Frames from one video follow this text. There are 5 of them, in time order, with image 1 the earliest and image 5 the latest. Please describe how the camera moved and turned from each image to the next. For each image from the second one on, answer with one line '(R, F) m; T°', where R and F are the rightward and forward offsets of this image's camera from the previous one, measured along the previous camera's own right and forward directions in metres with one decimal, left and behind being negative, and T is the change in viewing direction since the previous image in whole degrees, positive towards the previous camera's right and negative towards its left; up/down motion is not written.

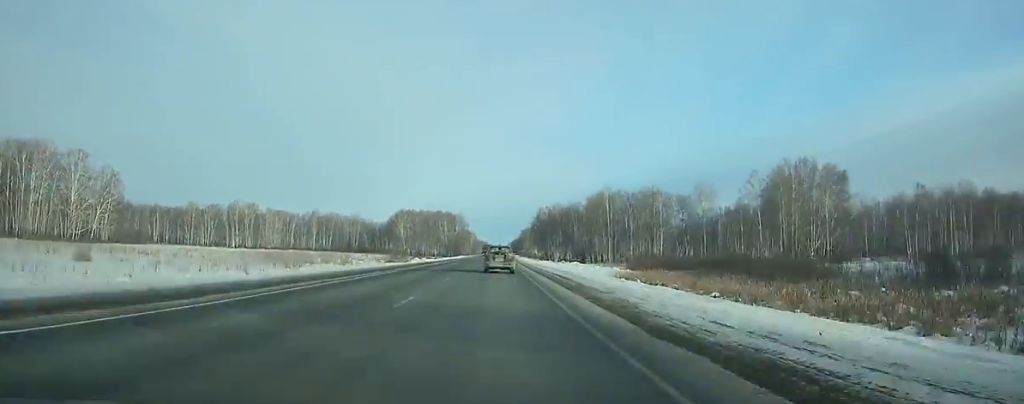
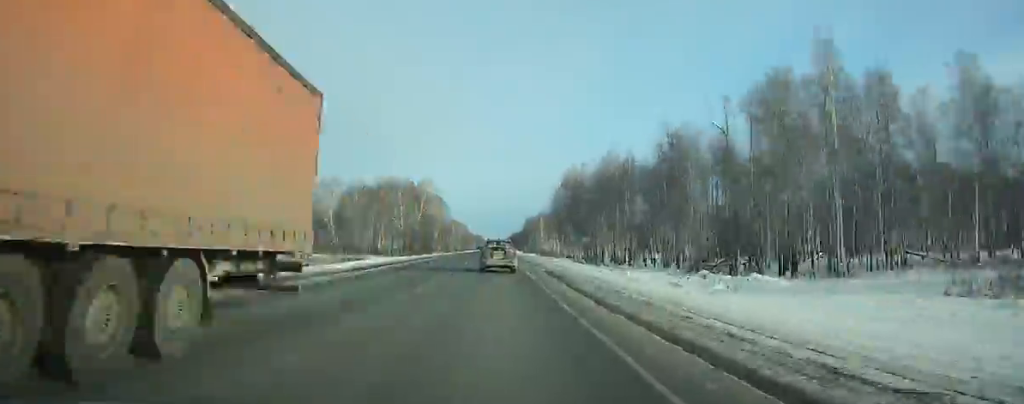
(-0.1, +125.0) m; 0°
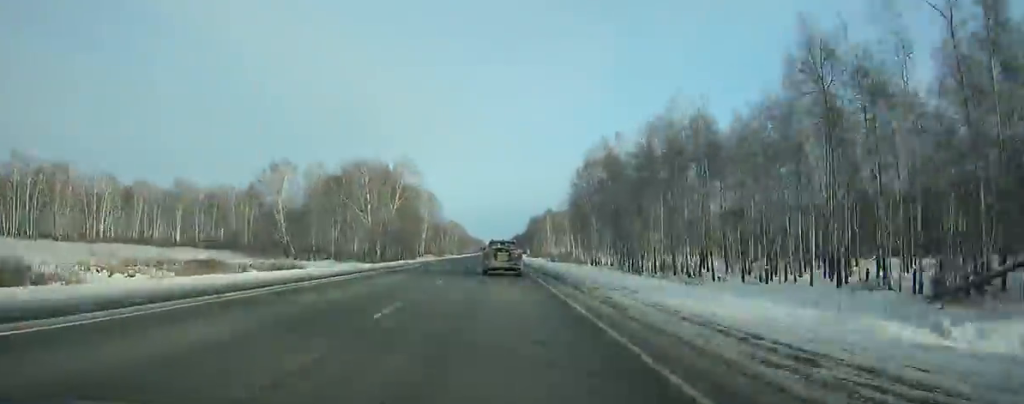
(0.0, +42.5) m; 0°
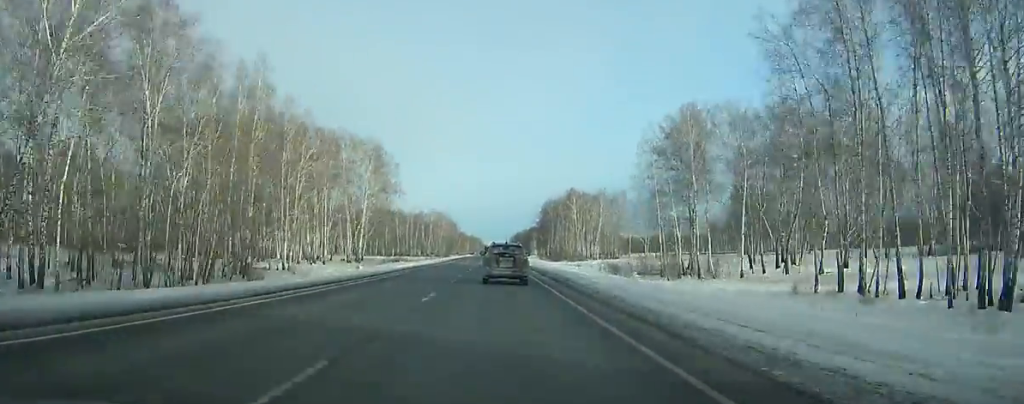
(+0.2, +101.2) m; 0°
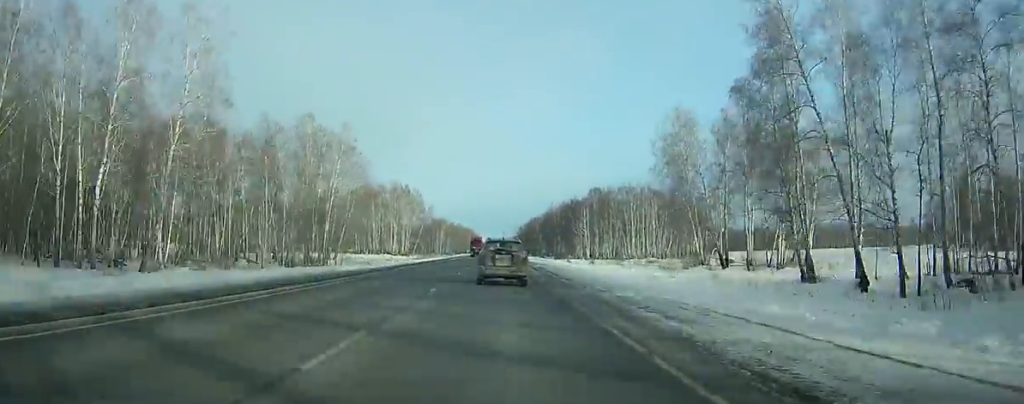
(+0.3, +247.8) m; 0°
